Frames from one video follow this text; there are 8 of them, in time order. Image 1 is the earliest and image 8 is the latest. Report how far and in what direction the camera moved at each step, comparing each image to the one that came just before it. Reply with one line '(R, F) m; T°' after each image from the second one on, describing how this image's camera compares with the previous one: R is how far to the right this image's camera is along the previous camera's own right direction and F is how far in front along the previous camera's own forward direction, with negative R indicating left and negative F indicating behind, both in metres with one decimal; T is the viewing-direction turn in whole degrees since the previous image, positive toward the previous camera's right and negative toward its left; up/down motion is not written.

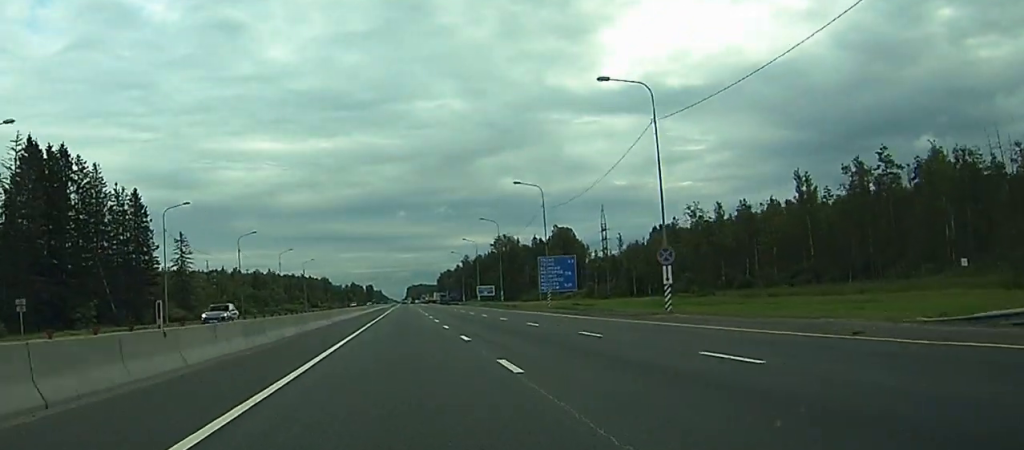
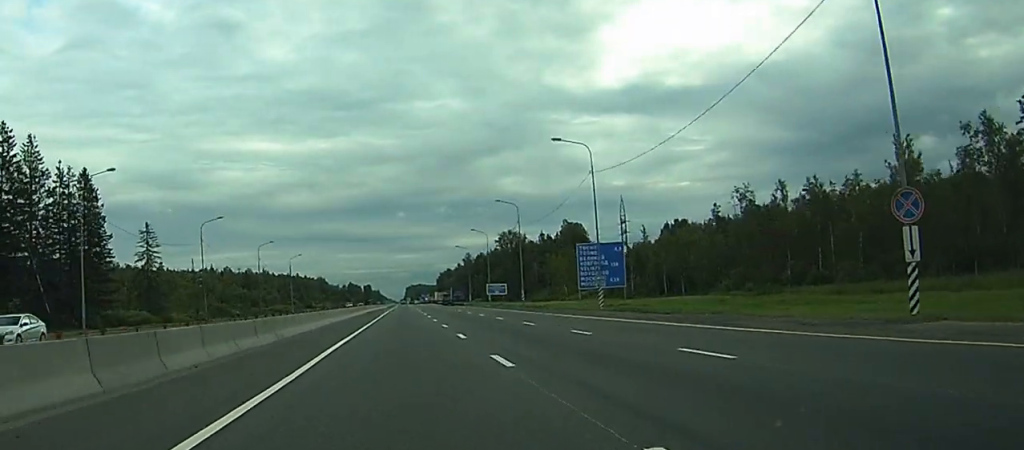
(0.0, +22.3) m; 0°
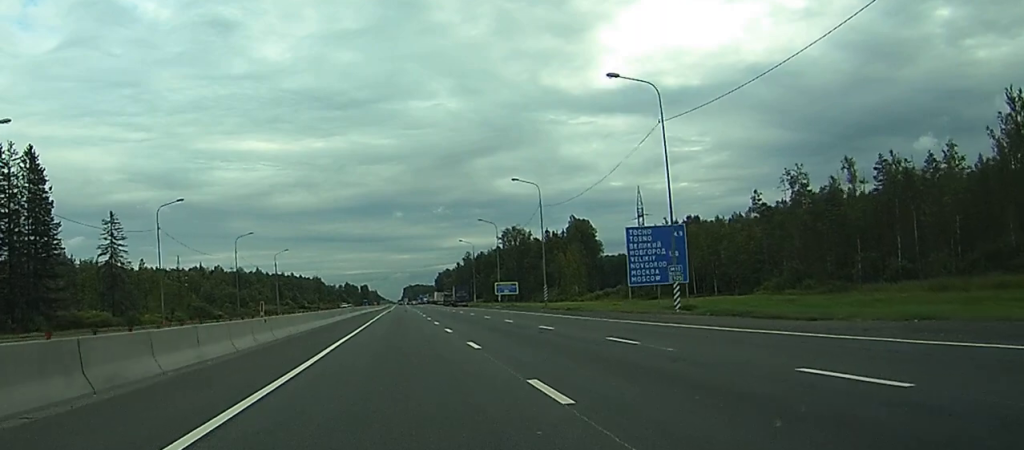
(0.0, +17.6) m; 0°
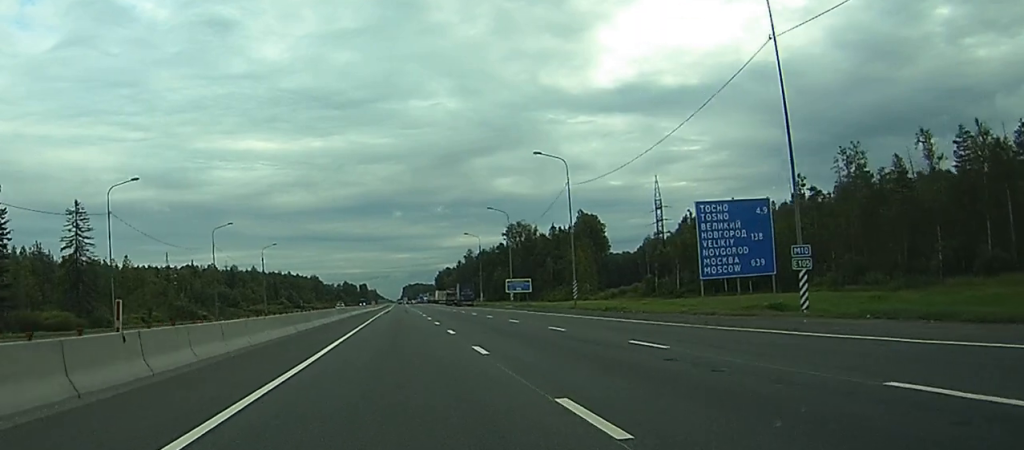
(0.0, +14.5) m; 0°
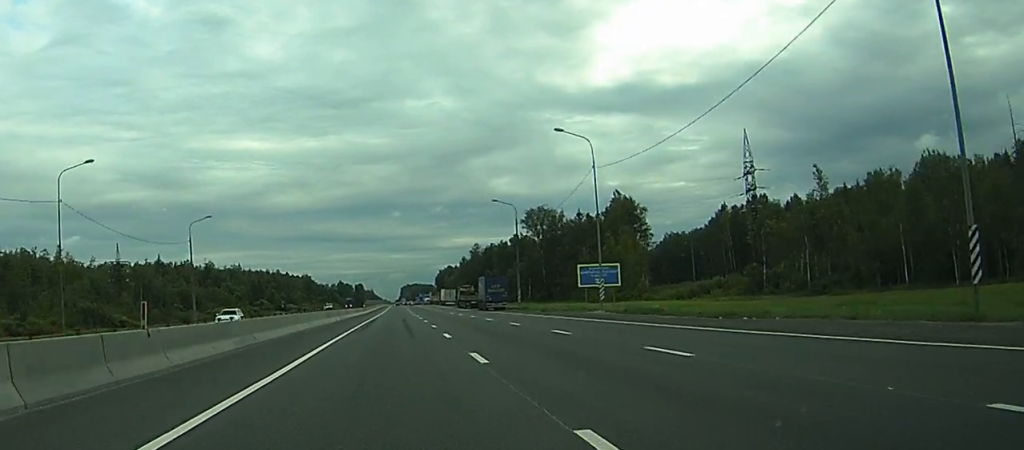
(+0.2, +50.3) m; 0°
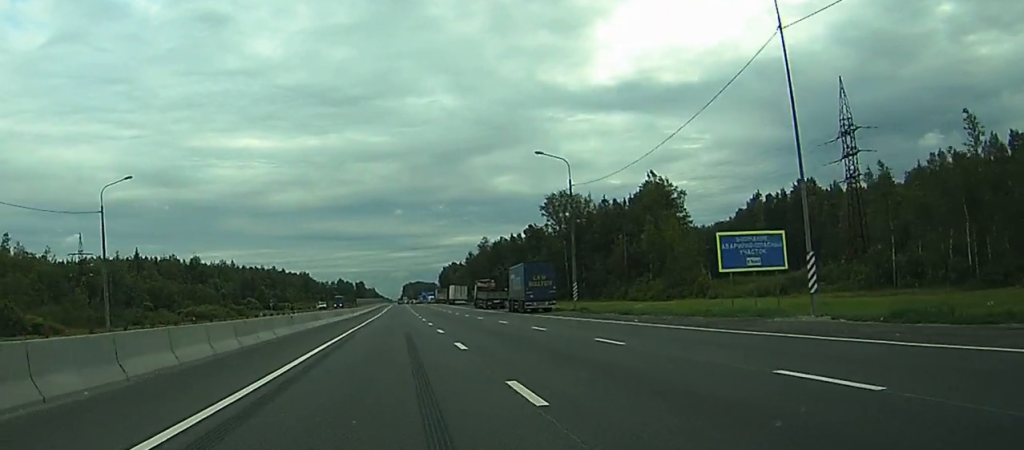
(0.0, +31.0) m; 0°
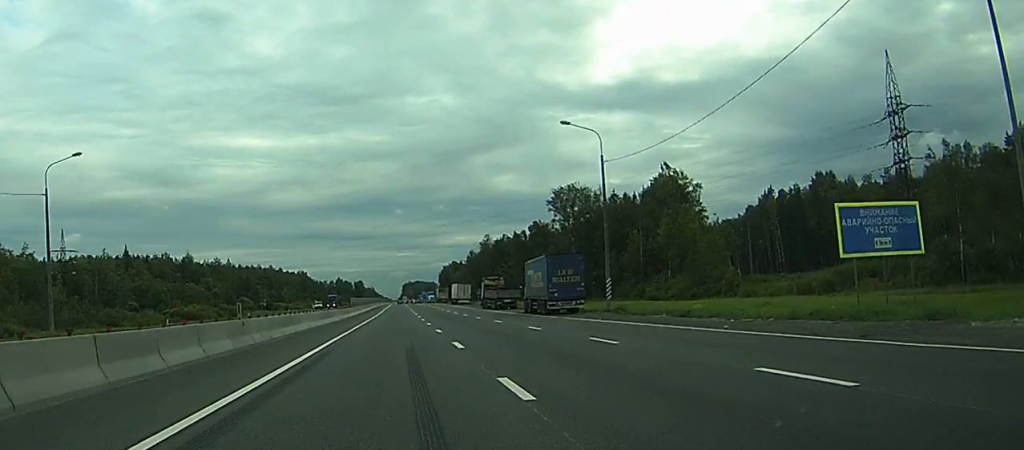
(0.0, +11.4) m; 0°
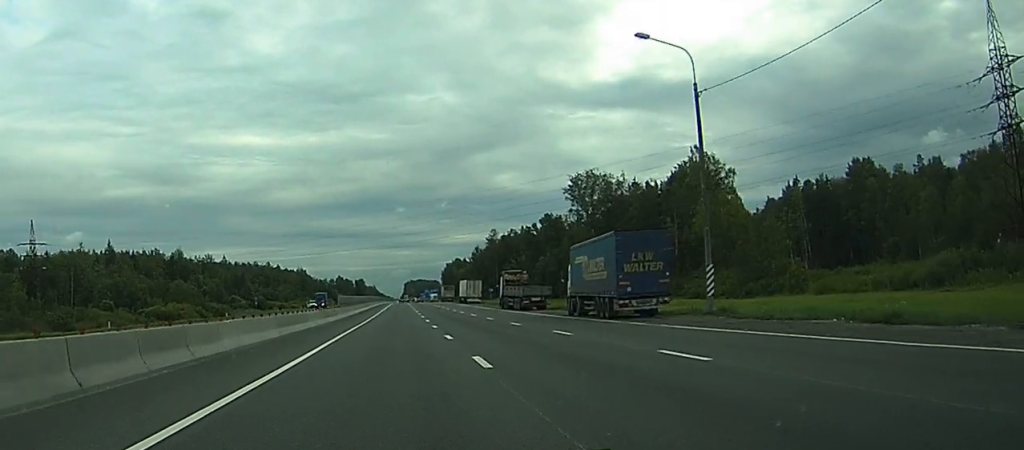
(-0.1, +18.8) m; 0°
